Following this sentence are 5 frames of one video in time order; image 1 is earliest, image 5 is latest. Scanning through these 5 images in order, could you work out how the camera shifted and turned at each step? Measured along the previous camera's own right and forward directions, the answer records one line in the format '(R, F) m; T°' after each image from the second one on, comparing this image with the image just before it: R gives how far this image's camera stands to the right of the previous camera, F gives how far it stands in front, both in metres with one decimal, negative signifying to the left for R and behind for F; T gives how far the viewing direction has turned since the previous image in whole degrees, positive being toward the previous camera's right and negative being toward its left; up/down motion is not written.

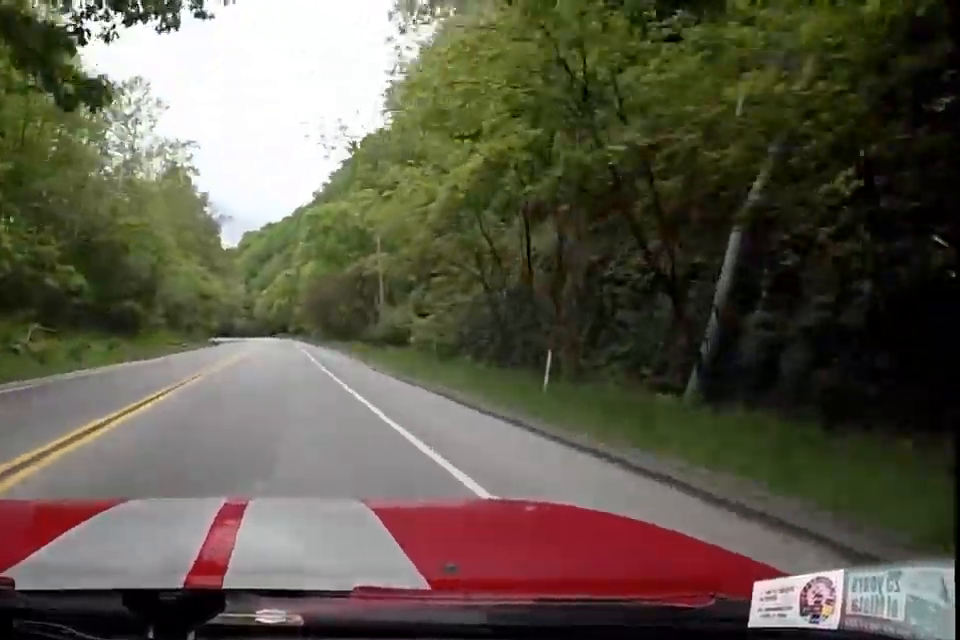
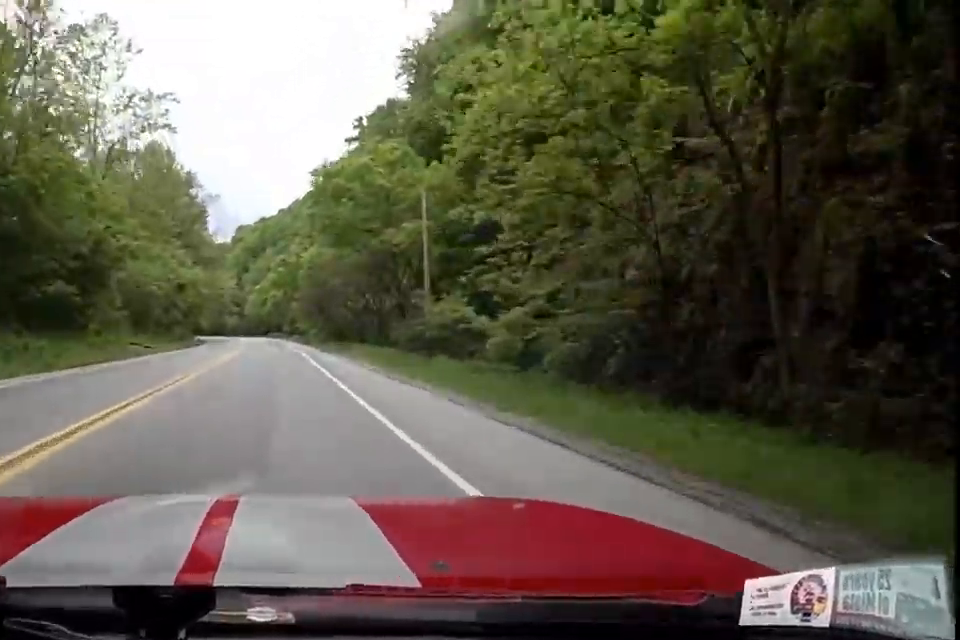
(+1.0, +14.9) m; +1°
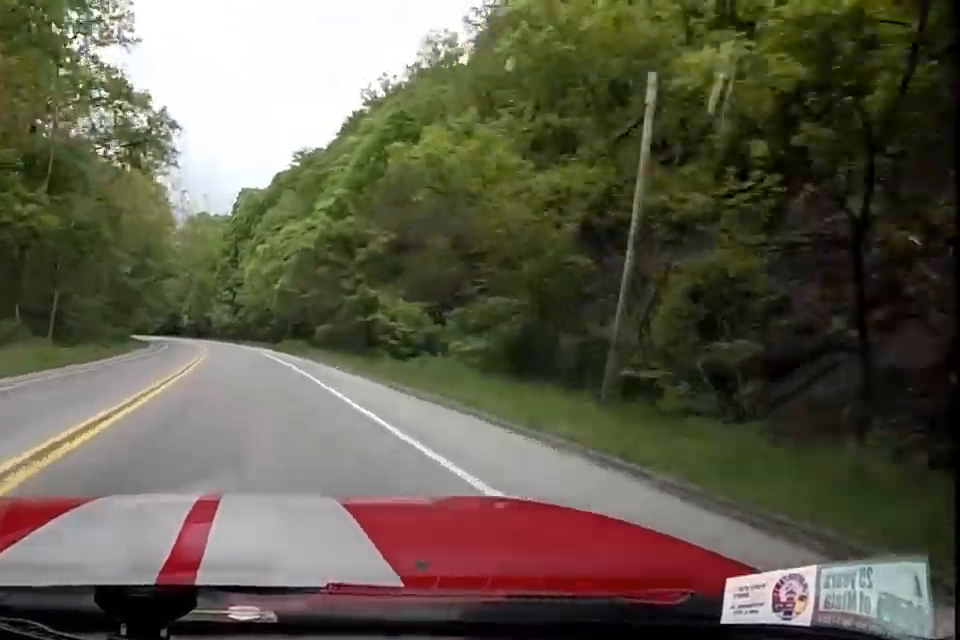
(-4.6, +71.0) m; -10°
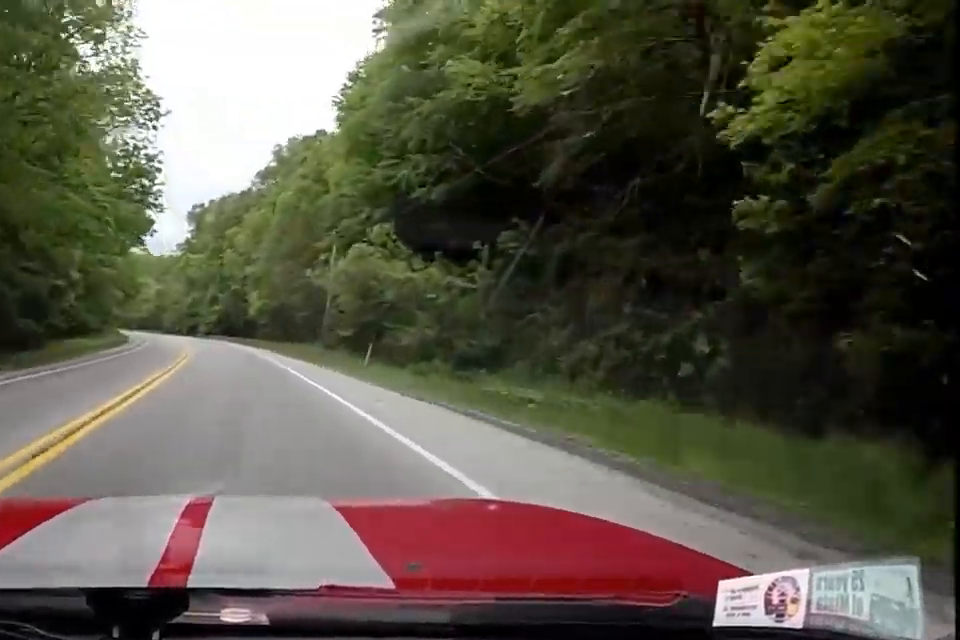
(-1.9, +89.4) m; -6°
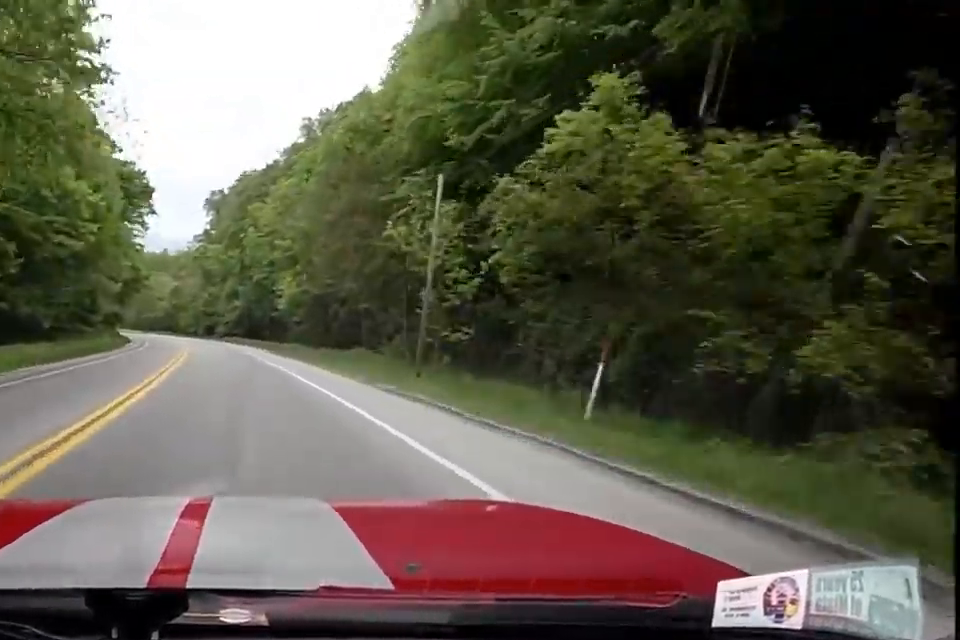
(-0.8, +17.9) m; -3°
